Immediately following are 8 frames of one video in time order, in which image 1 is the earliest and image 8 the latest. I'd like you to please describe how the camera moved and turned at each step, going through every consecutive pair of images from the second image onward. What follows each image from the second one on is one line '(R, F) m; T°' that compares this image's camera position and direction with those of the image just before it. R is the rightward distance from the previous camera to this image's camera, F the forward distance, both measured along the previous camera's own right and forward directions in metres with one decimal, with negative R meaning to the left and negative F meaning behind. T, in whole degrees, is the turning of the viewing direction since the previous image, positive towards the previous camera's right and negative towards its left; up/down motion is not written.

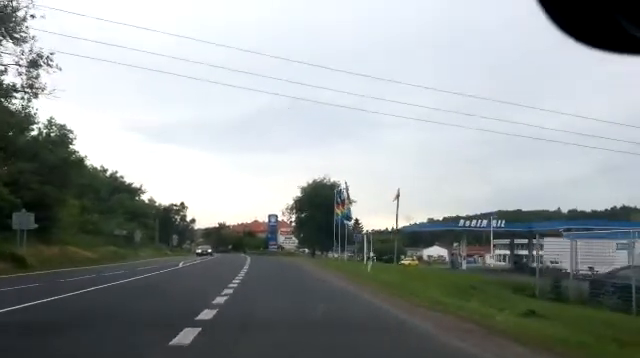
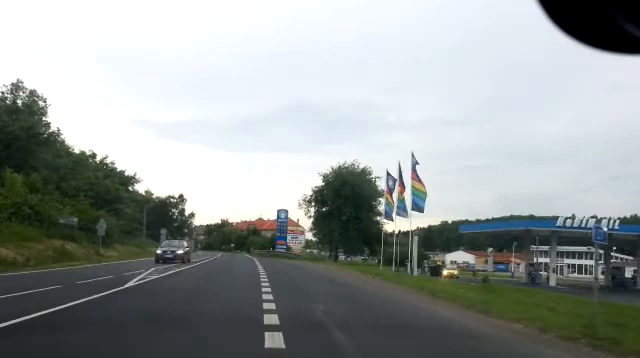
(+0.3, +14.3) m; 0°
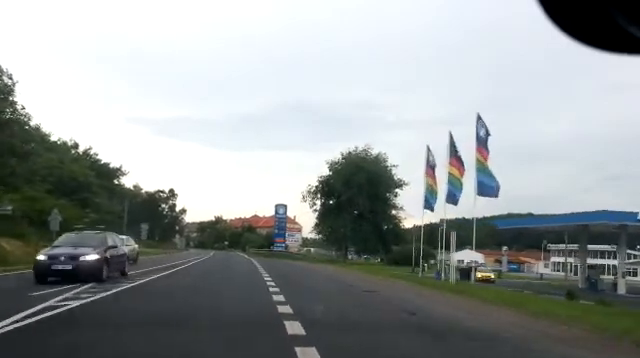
(-0.1, +7.8) m; 0°
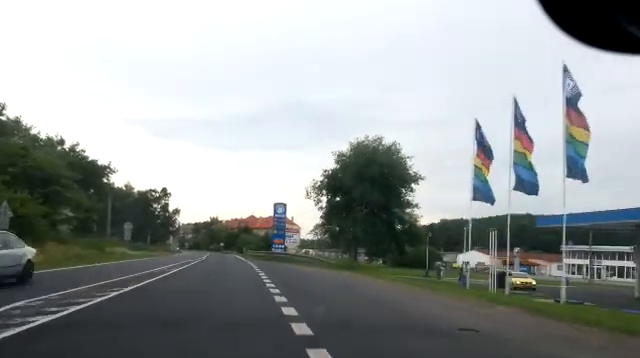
(-0.1, +5.5) m; +2°
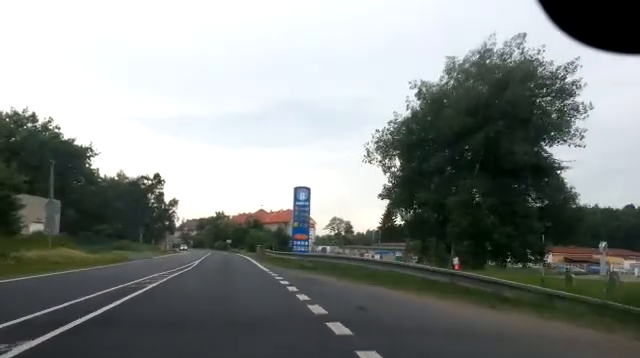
(+0.9, +19.2) m; +2°
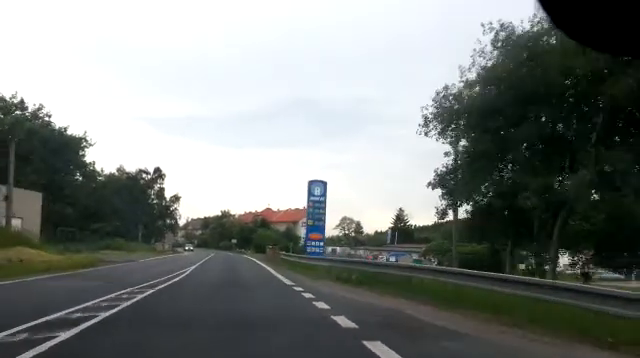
(-0.3, +7.7) m; 0°
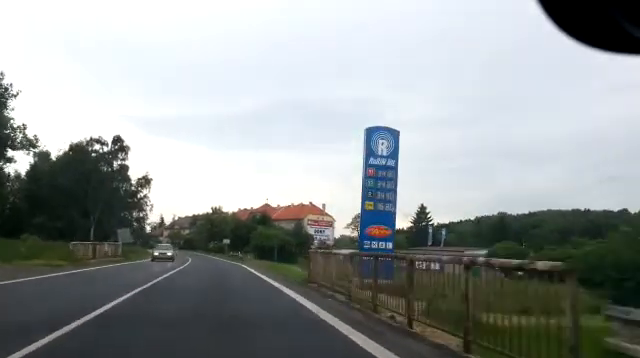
(0.0, +27.0) m; 0°
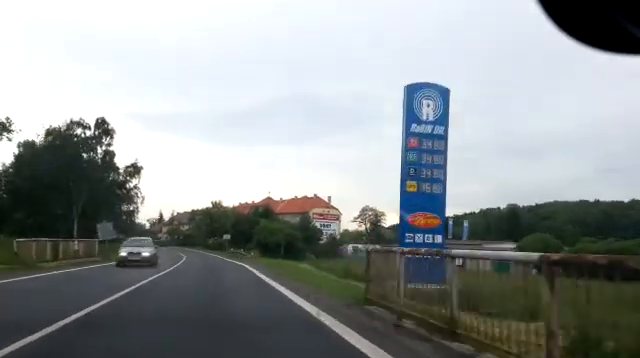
(-0.2, +7.2) m; 0°
